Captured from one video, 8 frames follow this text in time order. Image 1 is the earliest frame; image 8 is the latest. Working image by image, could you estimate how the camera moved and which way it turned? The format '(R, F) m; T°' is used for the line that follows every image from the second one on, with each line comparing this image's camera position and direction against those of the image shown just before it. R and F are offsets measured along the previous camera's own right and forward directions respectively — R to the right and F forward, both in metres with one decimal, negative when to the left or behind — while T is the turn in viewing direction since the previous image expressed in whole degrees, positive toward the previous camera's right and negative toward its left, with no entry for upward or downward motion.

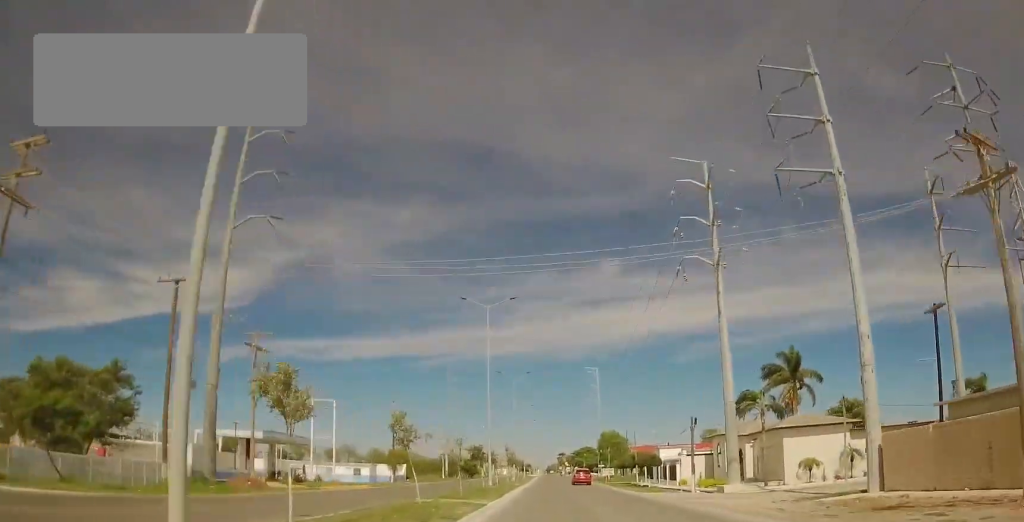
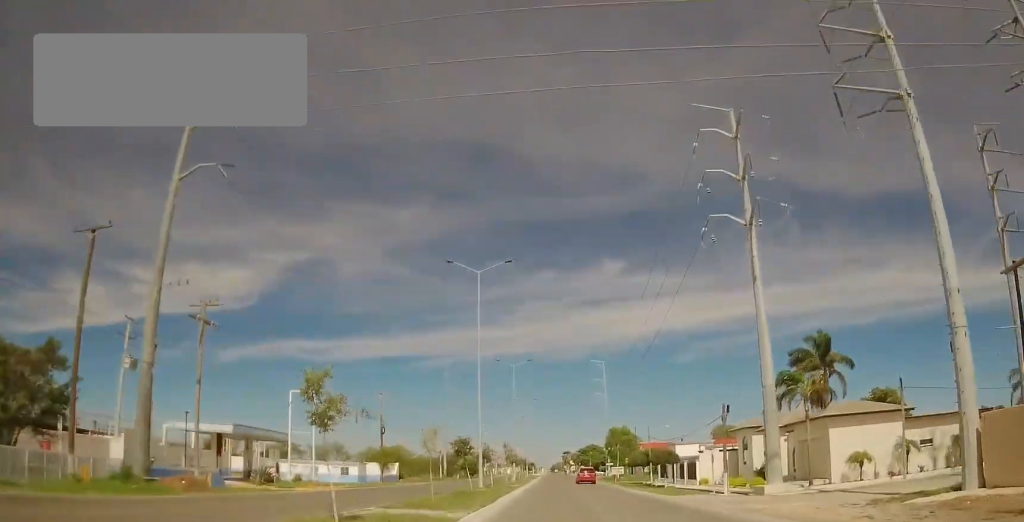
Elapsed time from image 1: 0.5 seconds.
(0.0, +7.9) m; 0°
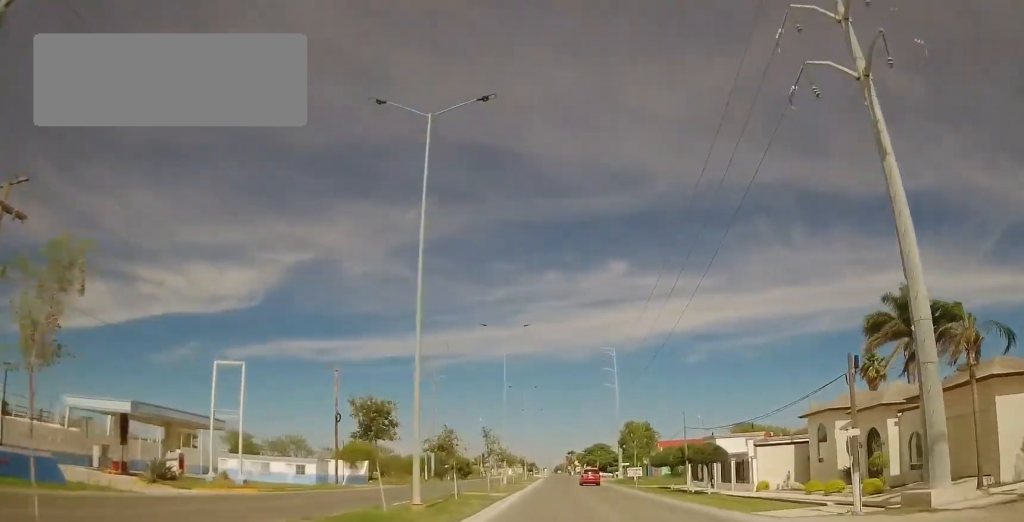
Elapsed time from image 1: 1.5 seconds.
(0.0, +17.3) m; 0°
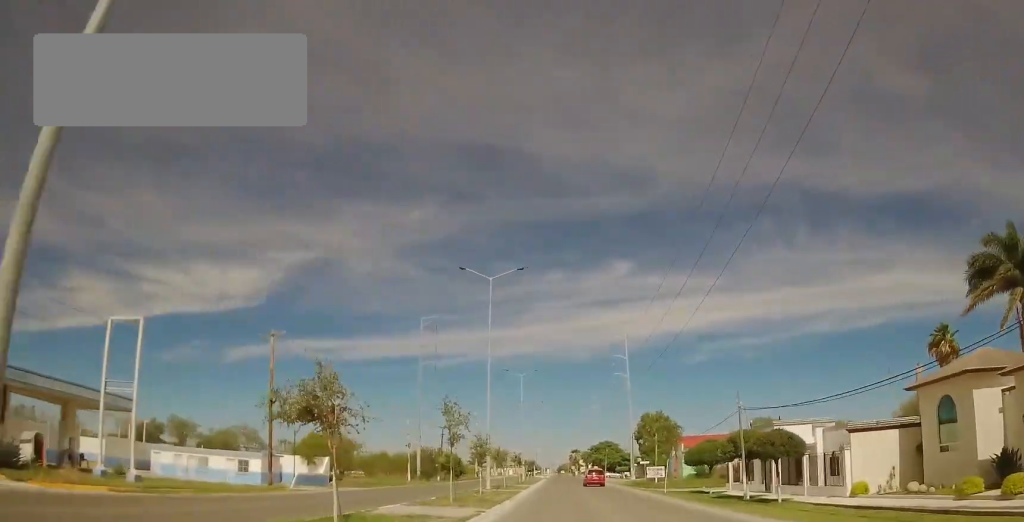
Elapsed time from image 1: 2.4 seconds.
(0.0, +14.6) m; 0°
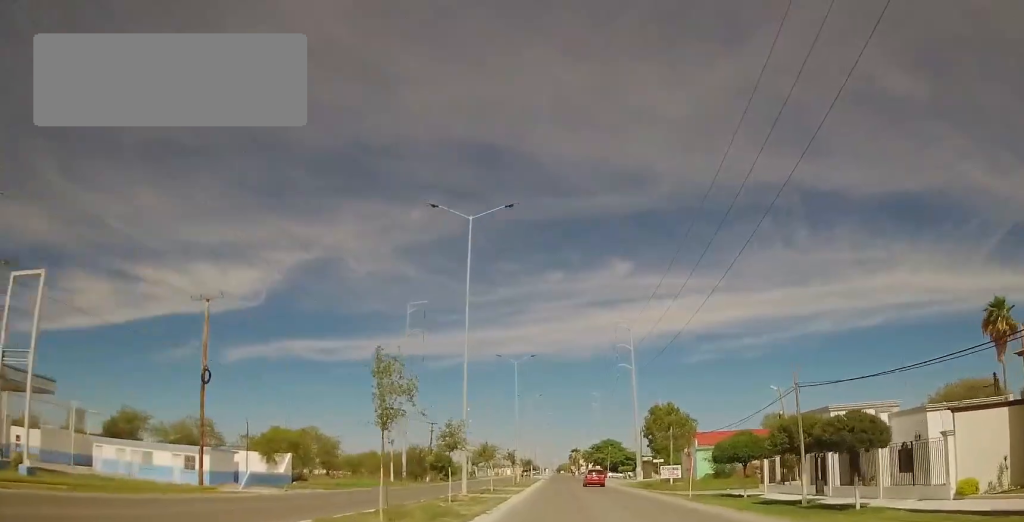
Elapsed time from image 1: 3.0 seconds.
(0.0, +9.1) m; 0°
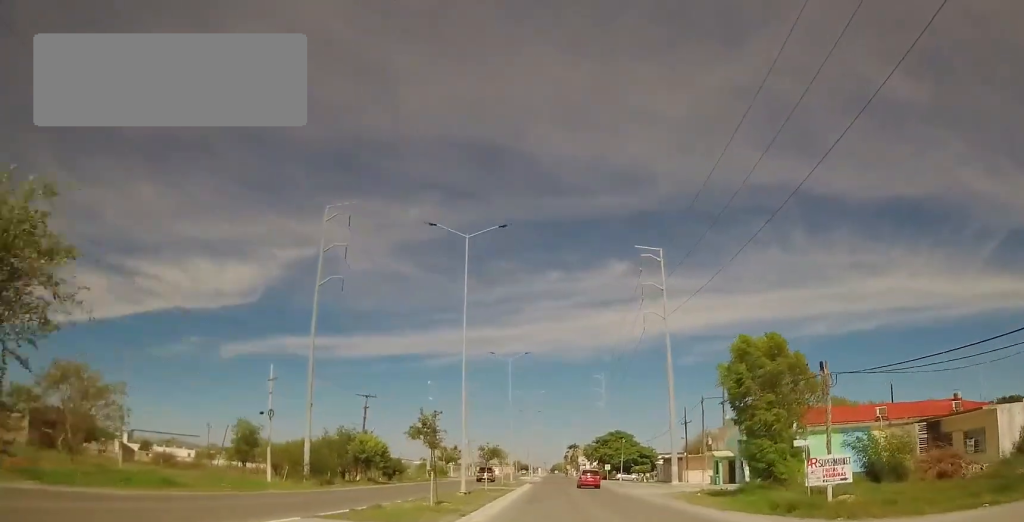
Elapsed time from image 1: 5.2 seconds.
(0.0, +35.0) m; 0°
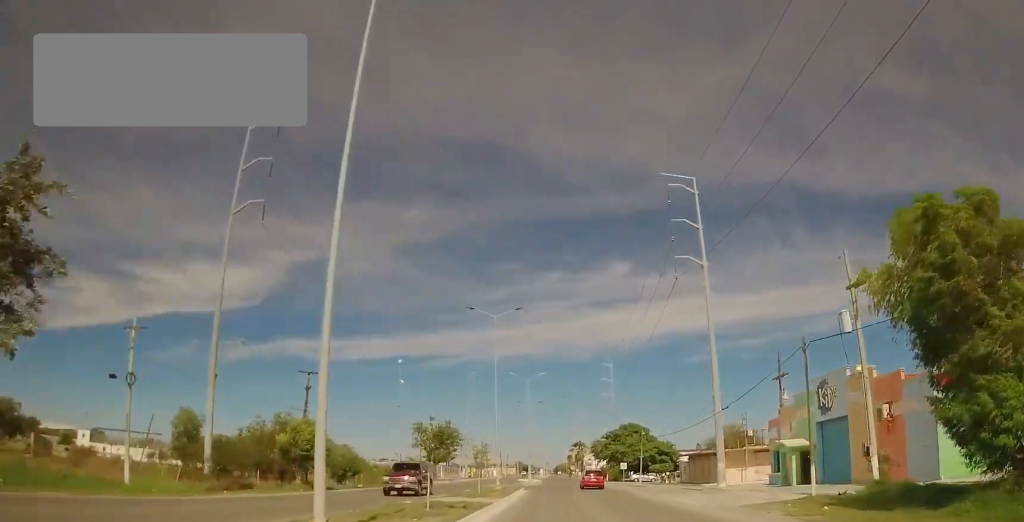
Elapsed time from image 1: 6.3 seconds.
(0.0, +18.3) m; 0°
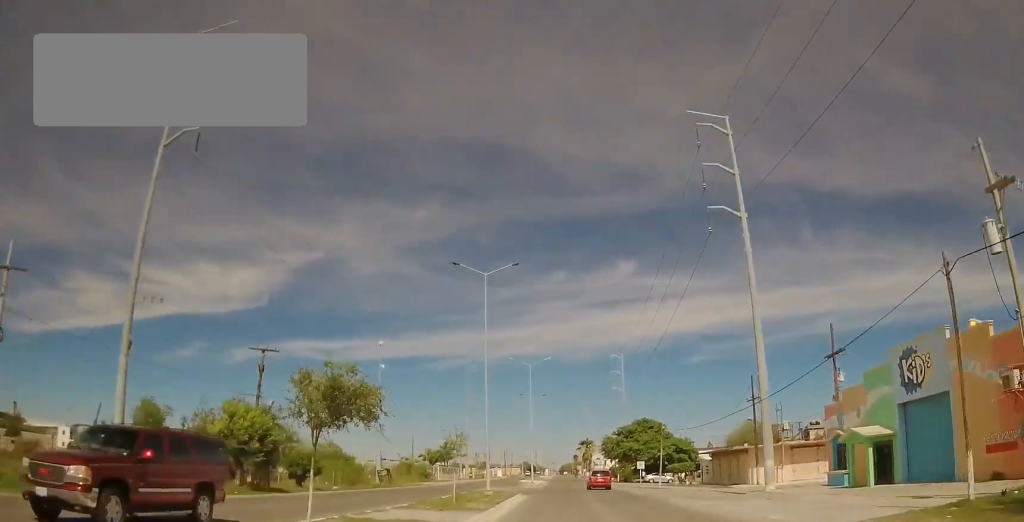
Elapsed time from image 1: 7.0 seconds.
(0.0, +10.3) m; +2°
